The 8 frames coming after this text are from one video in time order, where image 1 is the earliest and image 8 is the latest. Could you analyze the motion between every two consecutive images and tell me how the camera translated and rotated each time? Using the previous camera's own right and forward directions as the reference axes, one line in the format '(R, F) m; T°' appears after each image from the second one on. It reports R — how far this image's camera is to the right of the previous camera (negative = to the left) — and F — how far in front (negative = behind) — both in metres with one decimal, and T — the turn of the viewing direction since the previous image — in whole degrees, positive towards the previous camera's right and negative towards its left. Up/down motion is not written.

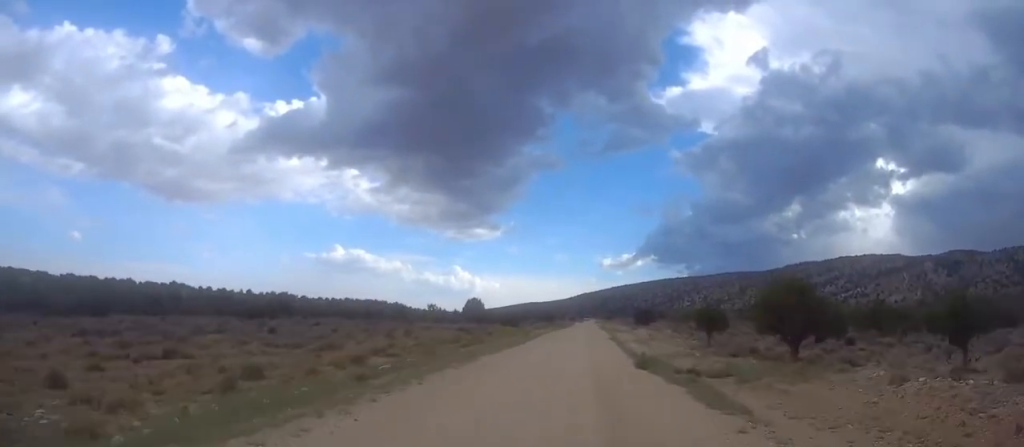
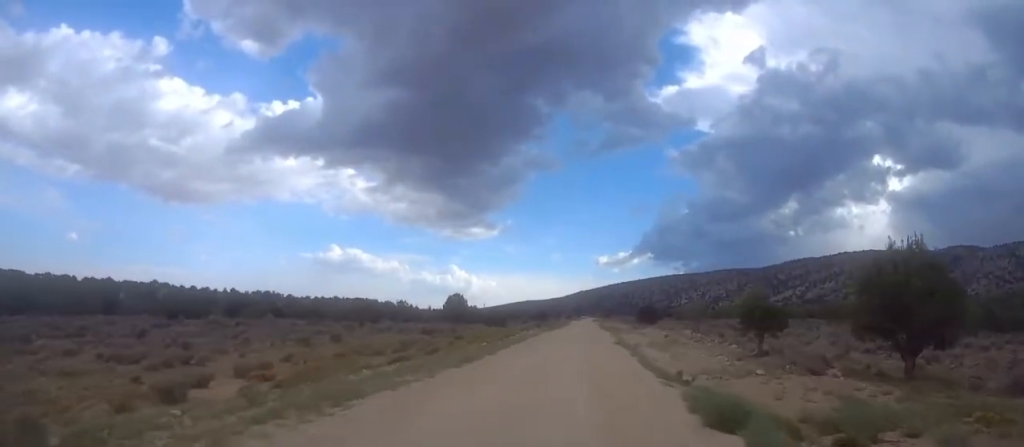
(+0.1, +13.9) m; +1°
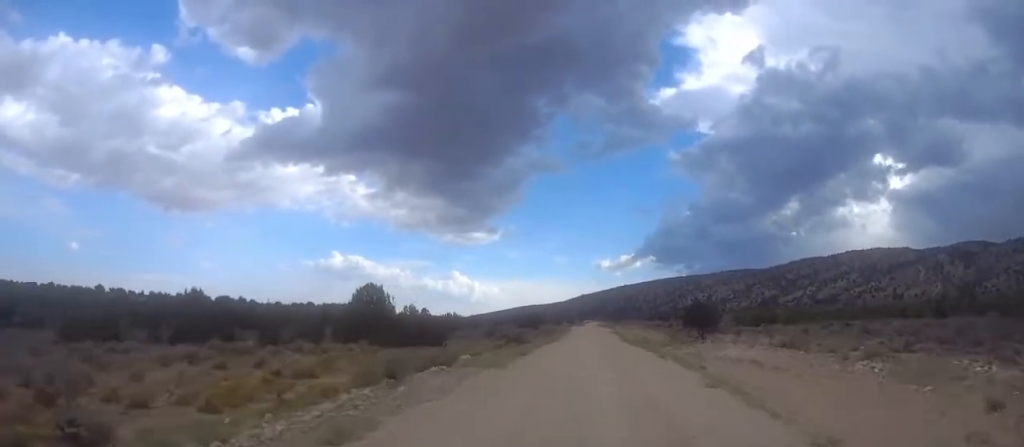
(+0.2, +43.3) m; +2°
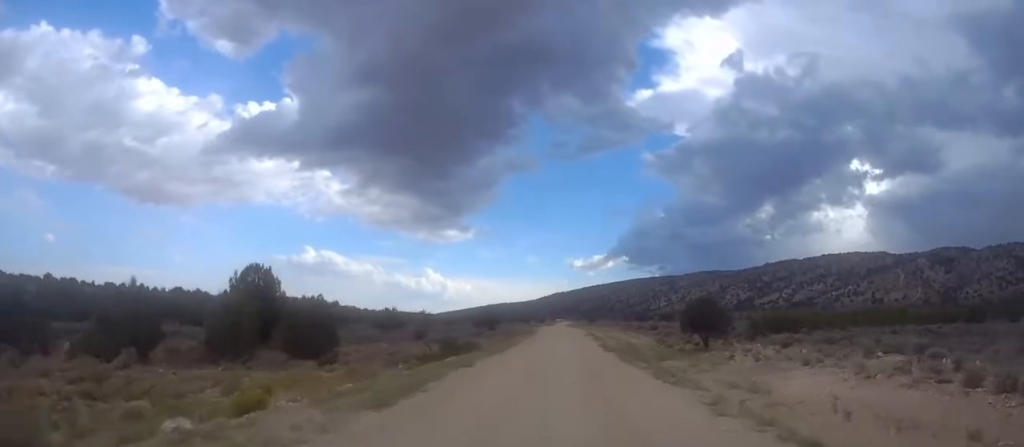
(+0.5, +17.2) m; 0°
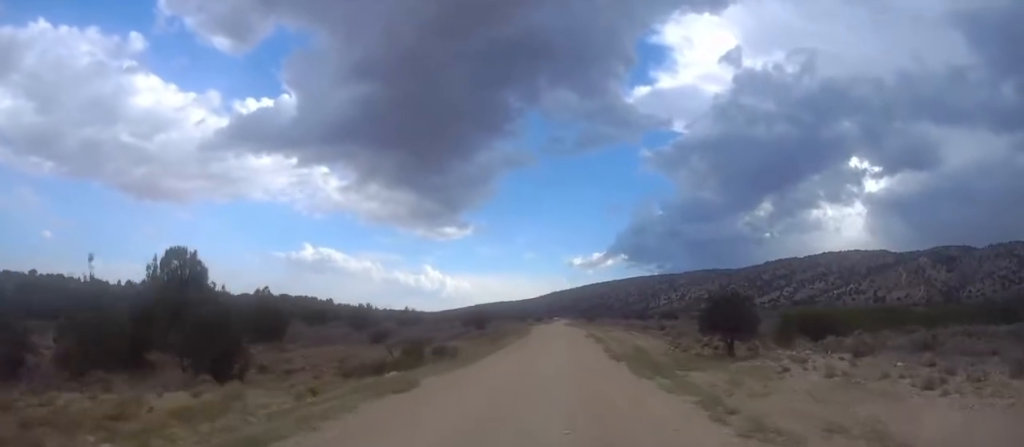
(-0.2, +8.8) m; -1°
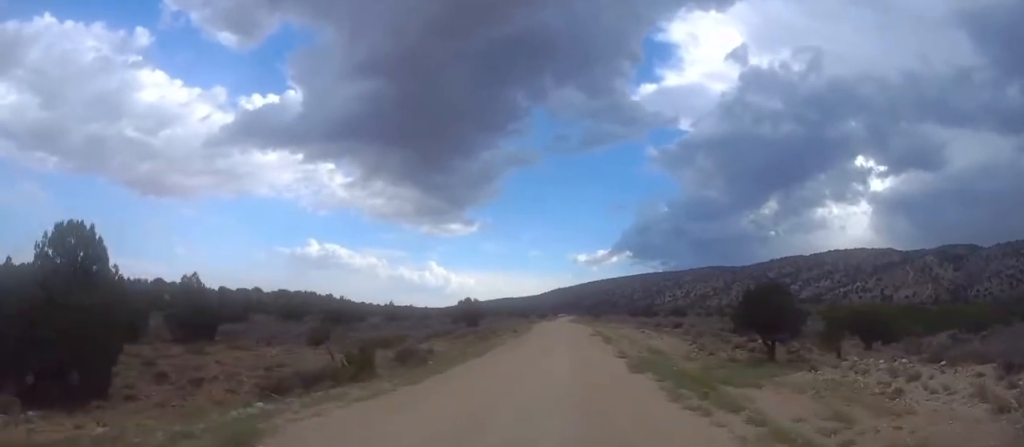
(-0.1, +8.8) m; -1°
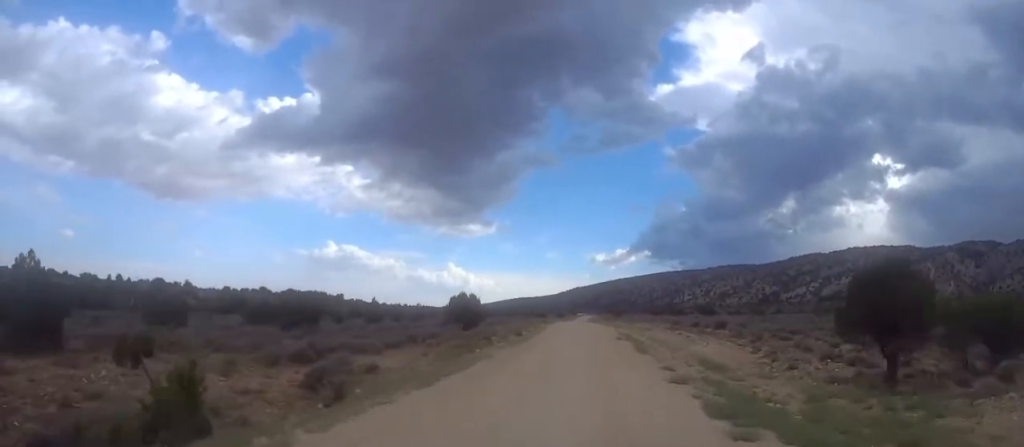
(-0.1, +12.6) m; +1°
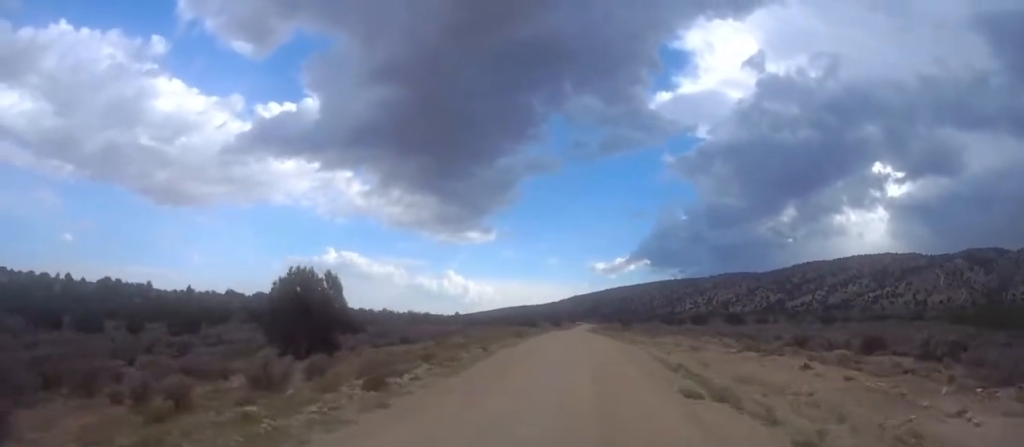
(+0.4, +29.9) m; 0°
